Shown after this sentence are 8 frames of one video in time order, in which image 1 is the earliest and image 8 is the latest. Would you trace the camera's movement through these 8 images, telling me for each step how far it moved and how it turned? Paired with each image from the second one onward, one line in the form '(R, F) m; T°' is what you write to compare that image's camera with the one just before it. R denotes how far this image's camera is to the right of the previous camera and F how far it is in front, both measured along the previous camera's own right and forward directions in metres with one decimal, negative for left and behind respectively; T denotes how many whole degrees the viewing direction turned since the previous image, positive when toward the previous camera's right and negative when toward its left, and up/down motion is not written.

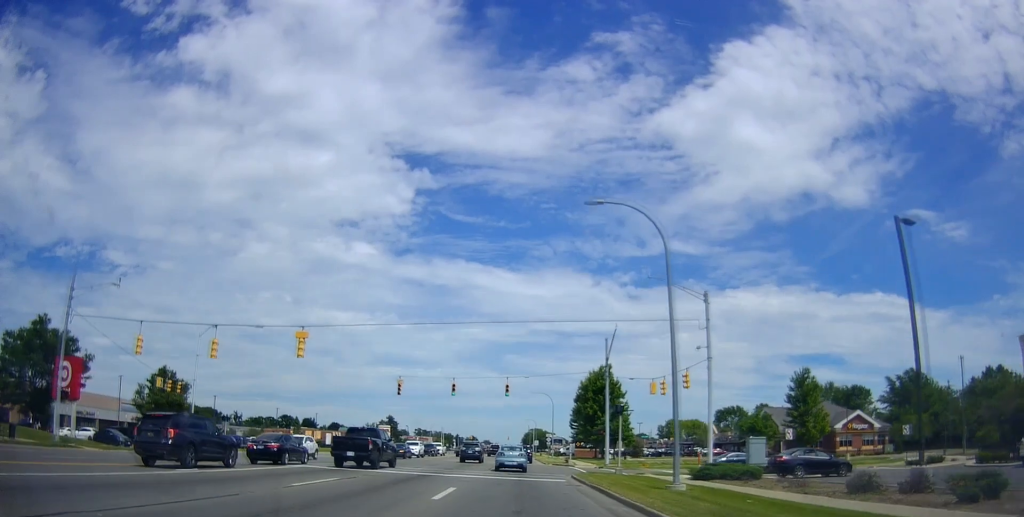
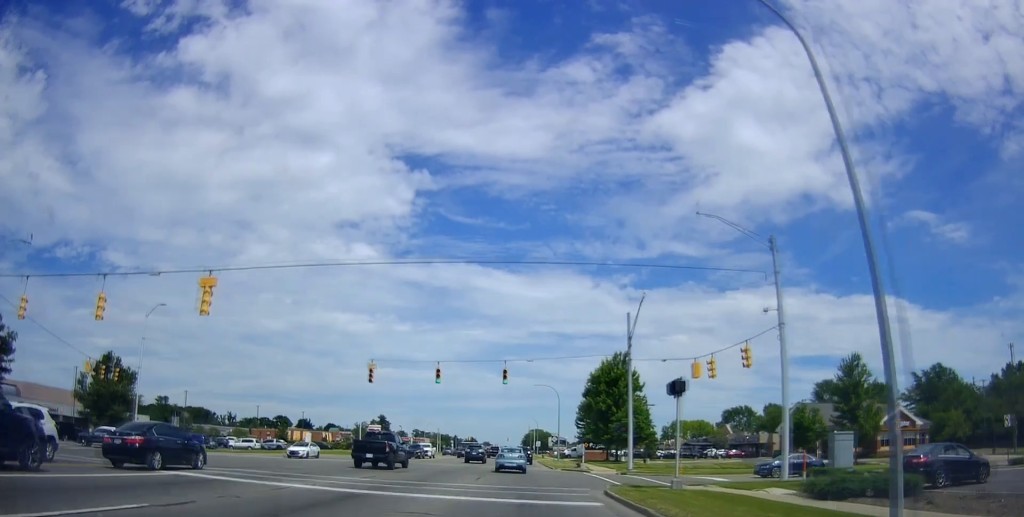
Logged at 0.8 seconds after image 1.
(-0.3, +10.2) m; -3°
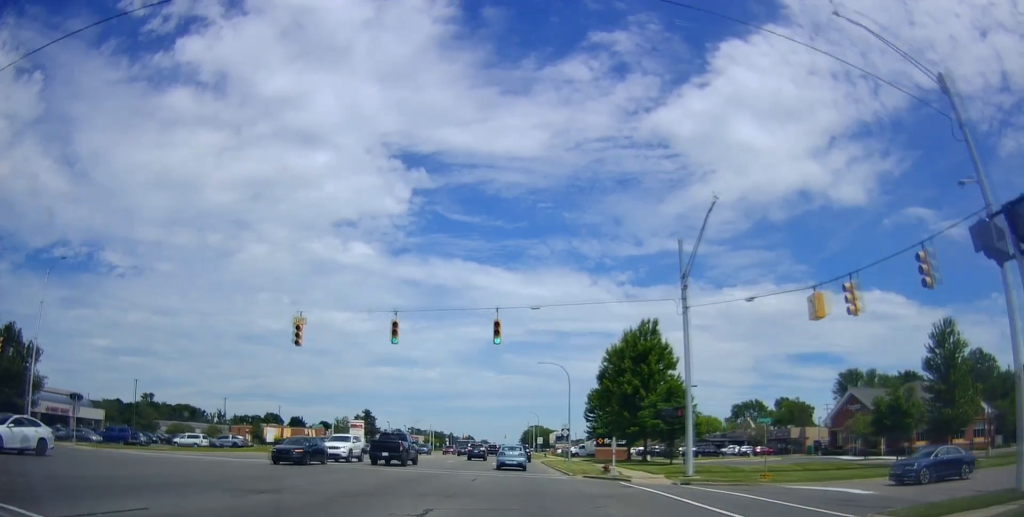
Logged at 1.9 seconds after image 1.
(-0.3, +14.1) m; 0°
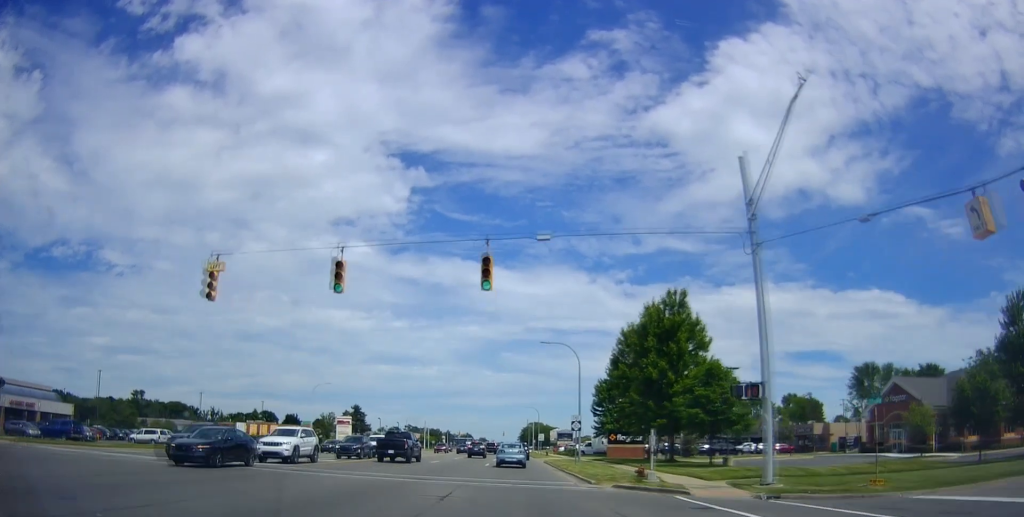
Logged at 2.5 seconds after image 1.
(+0.4, +8.7) m; 0°
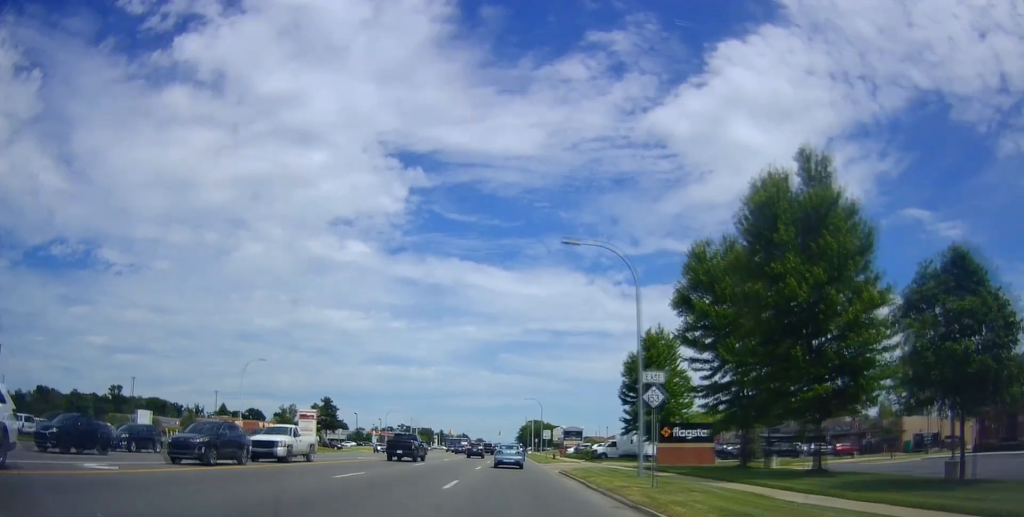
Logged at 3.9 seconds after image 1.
(-0.3, +20.4) m; +1°
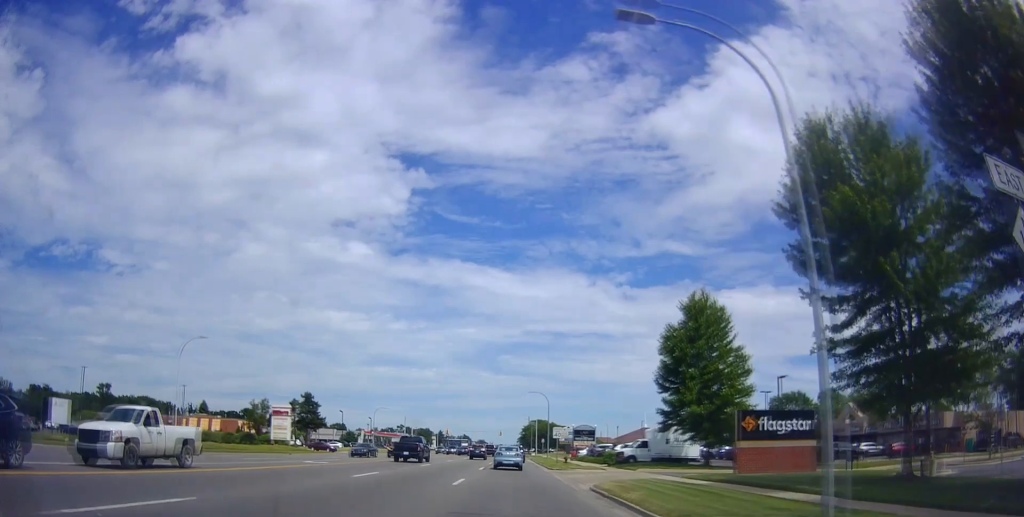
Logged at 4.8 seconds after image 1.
(+0.4, +12.6) m; +1°
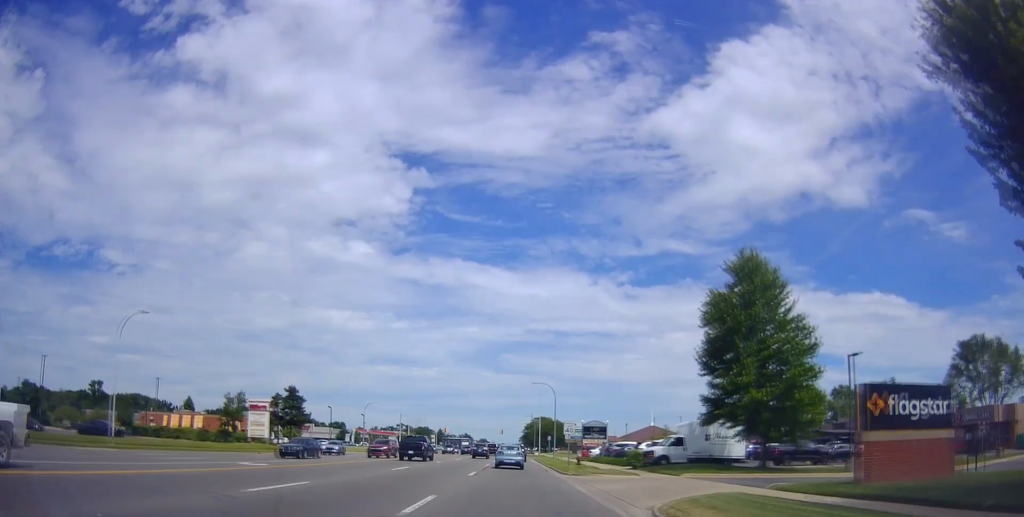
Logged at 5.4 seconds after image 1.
(0.0, +8.9) m; -1°
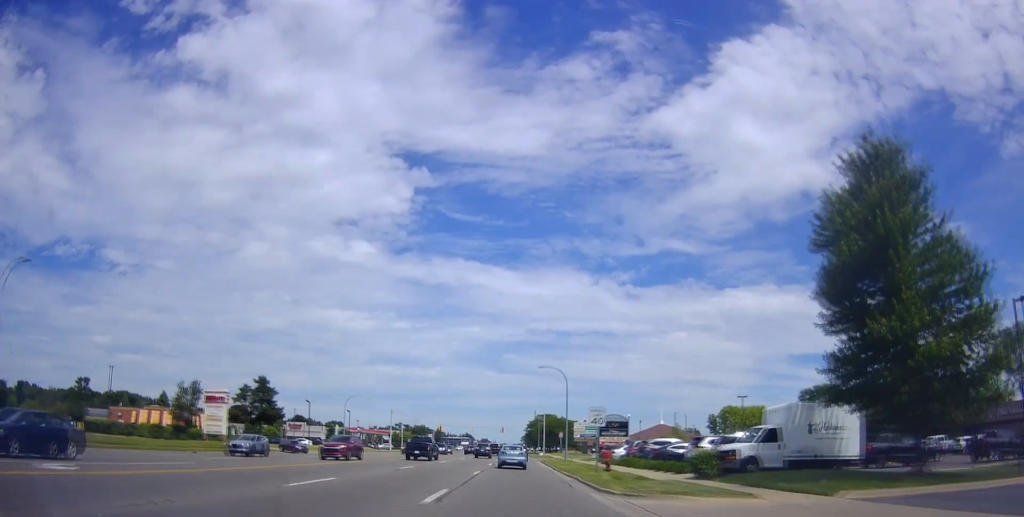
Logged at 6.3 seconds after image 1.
(-0.3, +13.0) m; -1°
